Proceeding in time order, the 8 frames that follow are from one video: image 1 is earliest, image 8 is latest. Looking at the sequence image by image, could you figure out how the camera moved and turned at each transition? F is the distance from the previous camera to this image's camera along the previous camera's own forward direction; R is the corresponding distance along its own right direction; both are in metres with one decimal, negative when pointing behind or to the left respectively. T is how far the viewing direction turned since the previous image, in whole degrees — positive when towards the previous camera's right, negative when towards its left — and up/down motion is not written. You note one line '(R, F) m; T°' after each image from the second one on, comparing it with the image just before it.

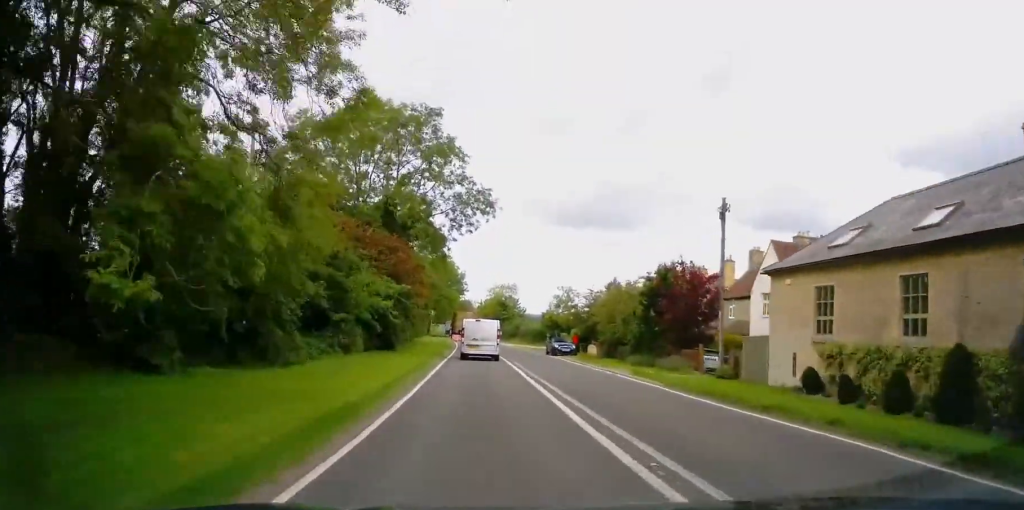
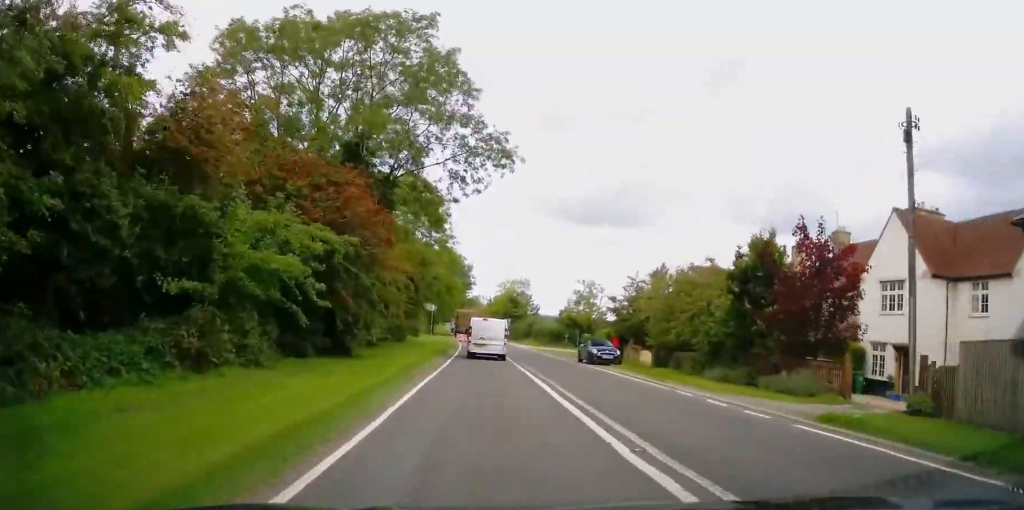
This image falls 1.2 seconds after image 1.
(0.0, +12.3) m; +1°
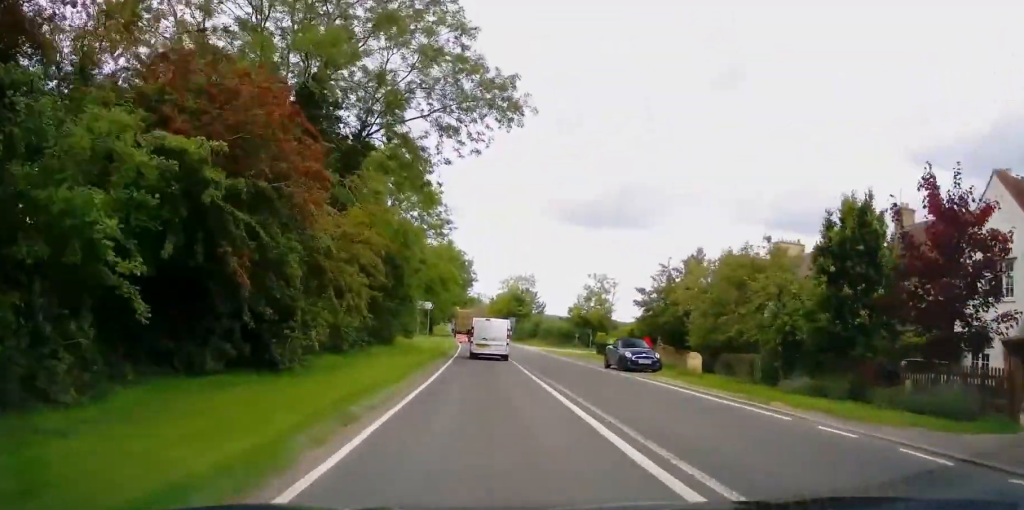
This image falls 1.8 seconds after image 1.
(+0.1, +7.2) m; +1°
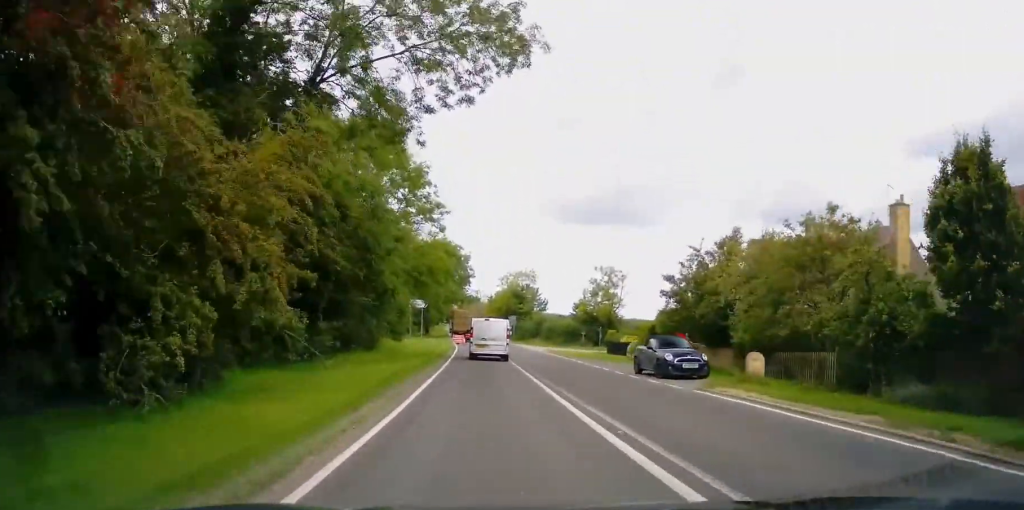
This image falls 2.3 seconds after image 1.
(+0.2, +5.5) m; +1°
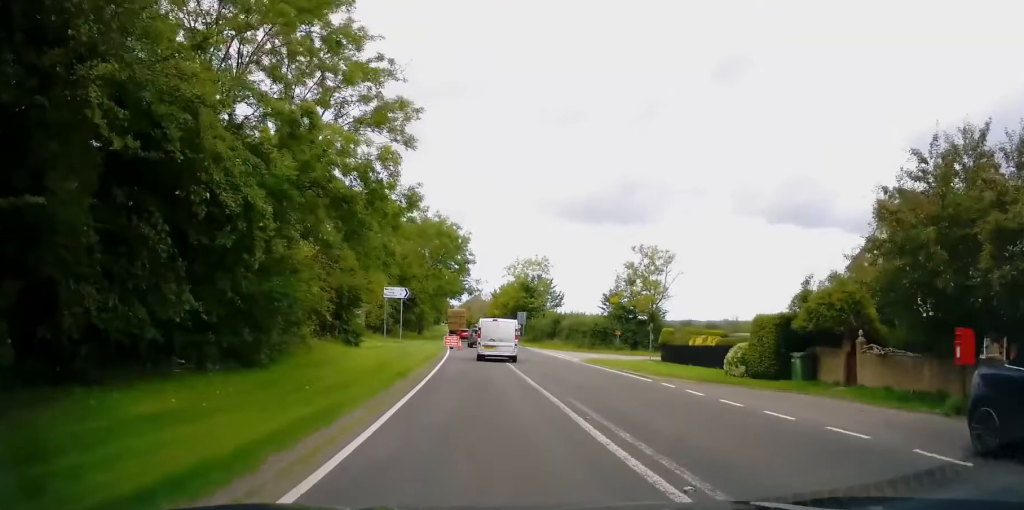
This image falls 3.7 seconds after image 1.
(-0.4, +16.4) m; -3°
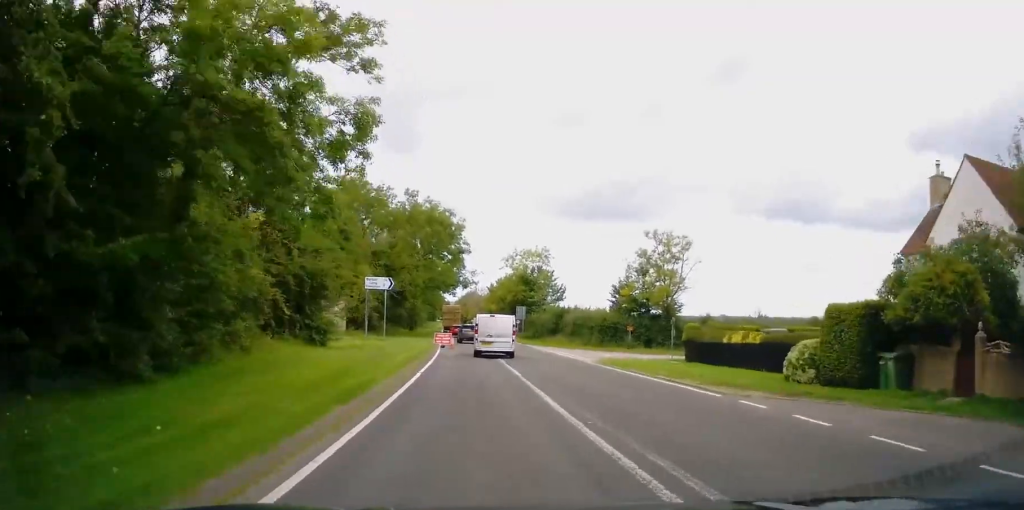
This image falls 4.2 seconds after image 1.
(-0.2, +5.7) m; 0°
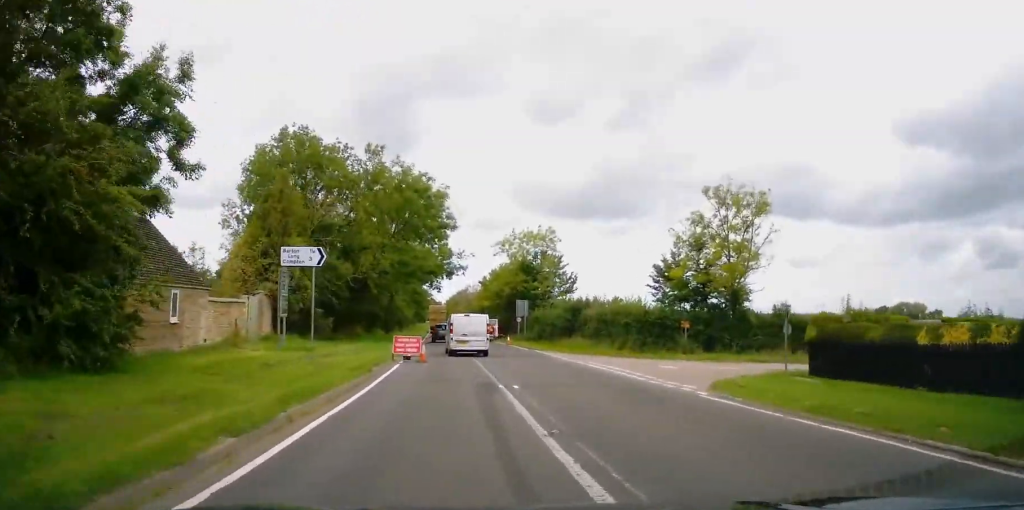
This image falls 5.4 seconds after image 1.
(+0.5, +15.0) m; +3°
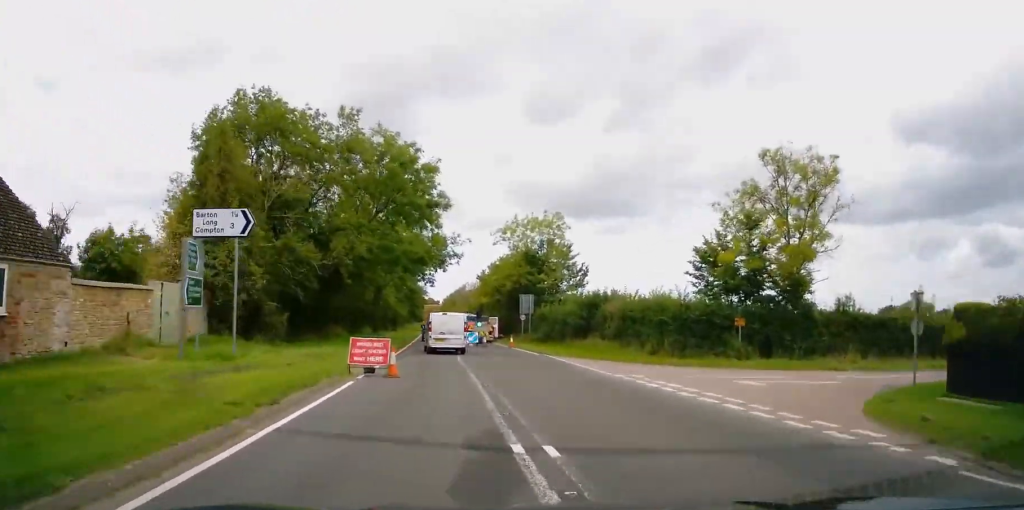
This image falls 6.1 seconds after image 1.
(0.0, +7.4) m; -1°
